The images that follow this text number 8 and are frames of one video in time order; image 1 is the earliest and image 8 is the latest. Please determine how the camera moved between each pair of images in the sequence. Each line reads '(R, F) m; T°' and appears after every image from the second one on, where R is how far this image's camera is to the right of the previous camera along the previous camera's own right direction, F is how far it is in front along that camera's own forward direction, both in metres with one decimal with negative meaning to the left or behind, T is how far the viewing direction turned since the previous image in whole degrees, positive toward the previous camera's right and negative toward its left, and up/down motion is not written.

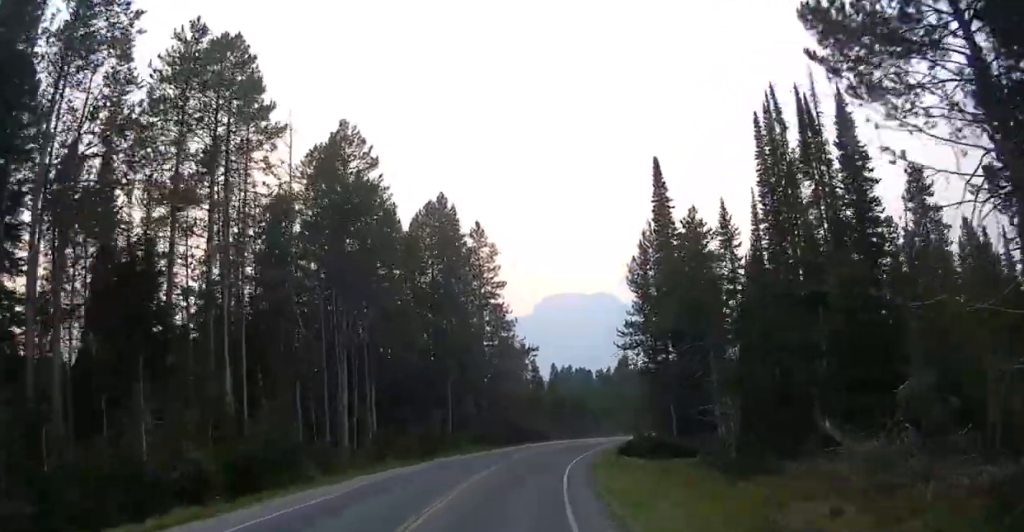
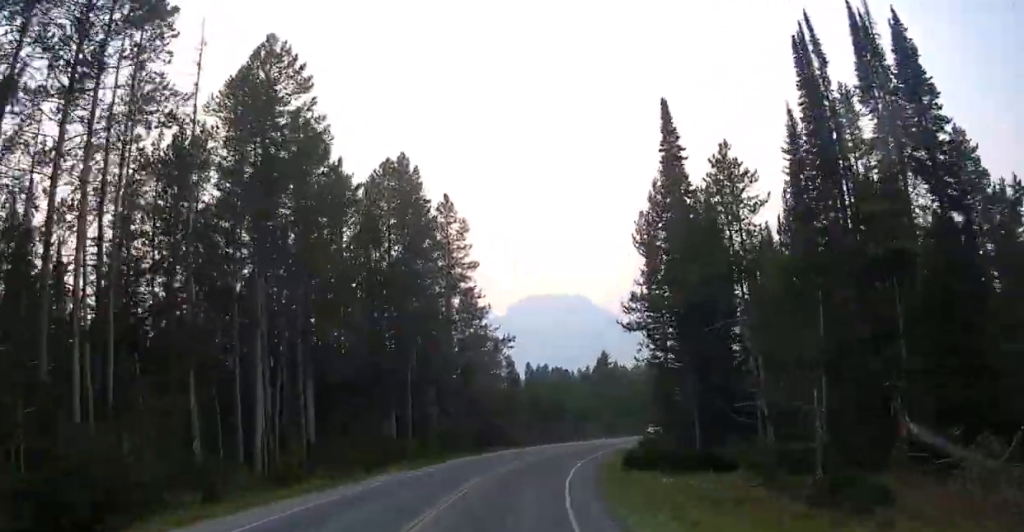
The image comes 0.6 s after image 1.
(-0.2, +10.7) m; +1°
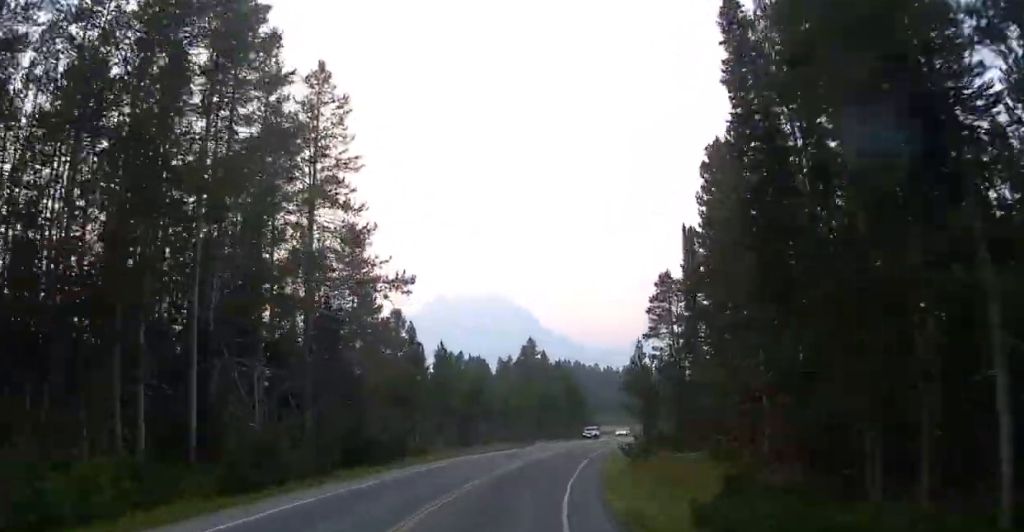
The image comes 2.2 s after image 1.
(+0.9, +25.7) m; +2°
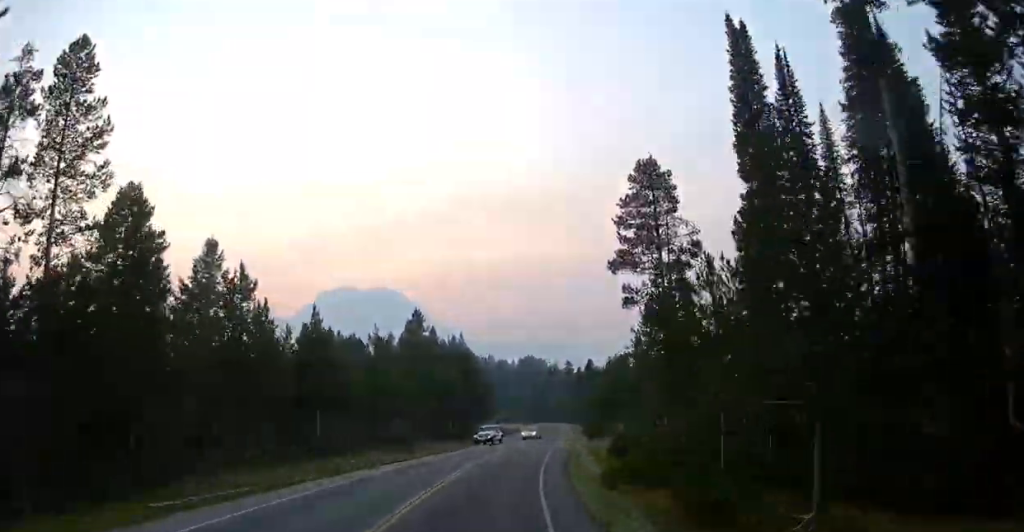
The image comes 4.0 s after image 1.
(+2.4, +25.6) m; +19°
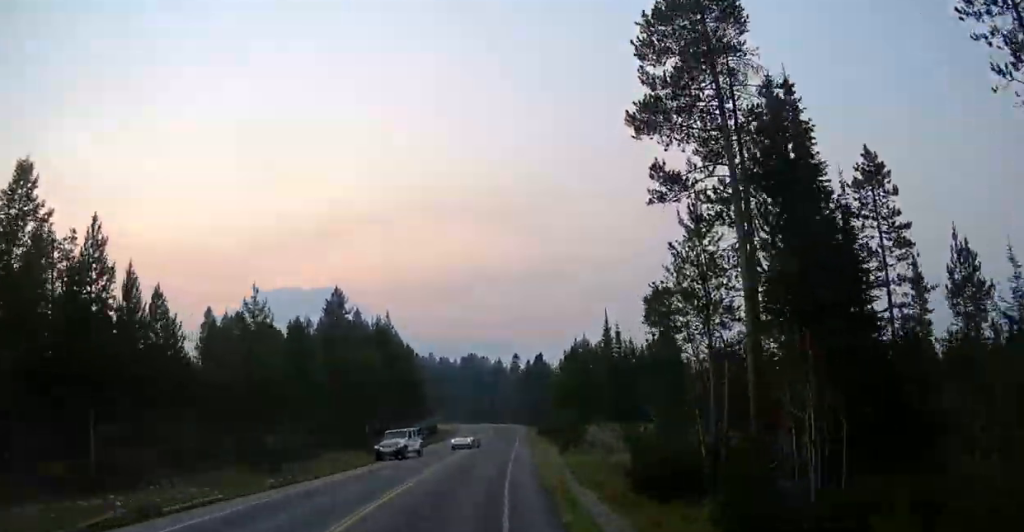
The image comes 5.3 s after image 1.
(+3.3, +18.9) m; +6°
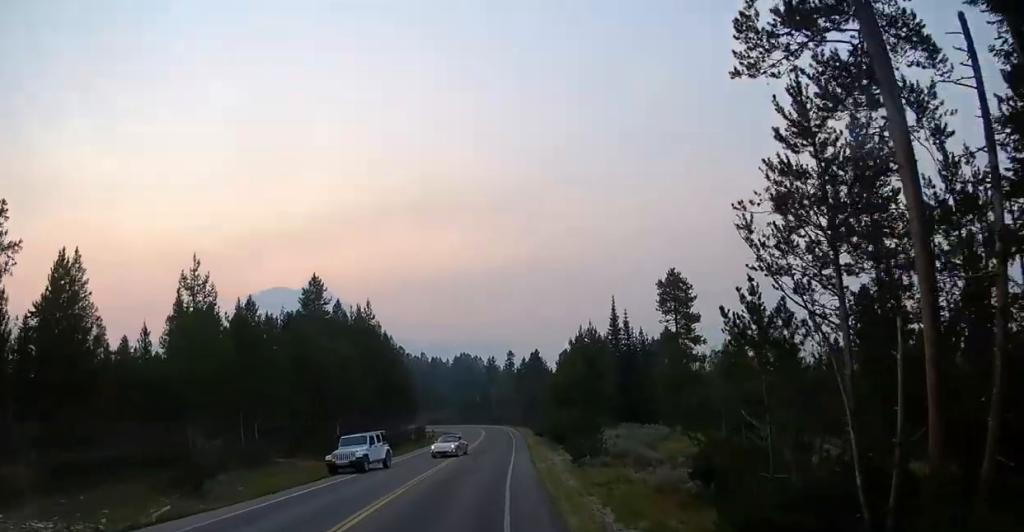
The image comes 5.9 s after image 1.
(-0.7, +9.2) m; -2°
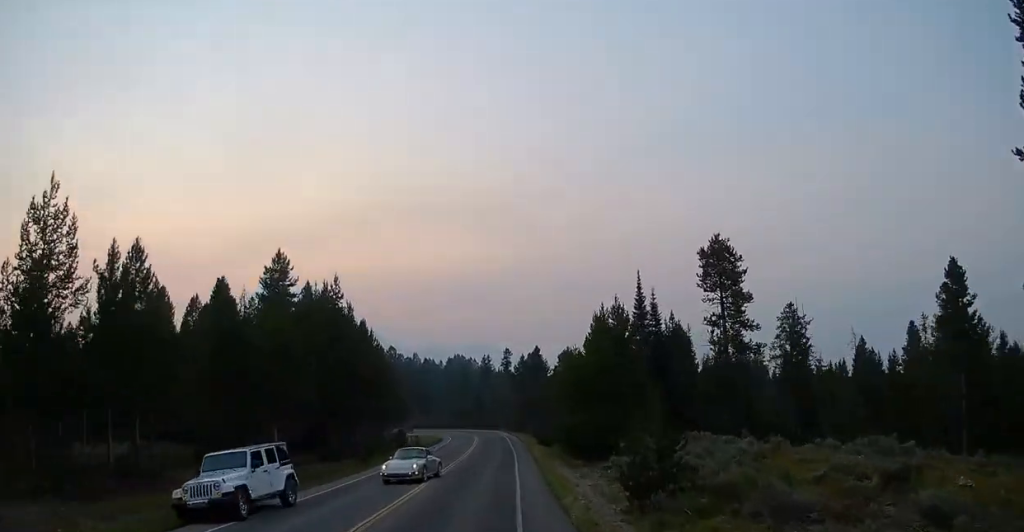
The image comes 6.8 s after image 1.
(-0.2, +13.5) m; 0°
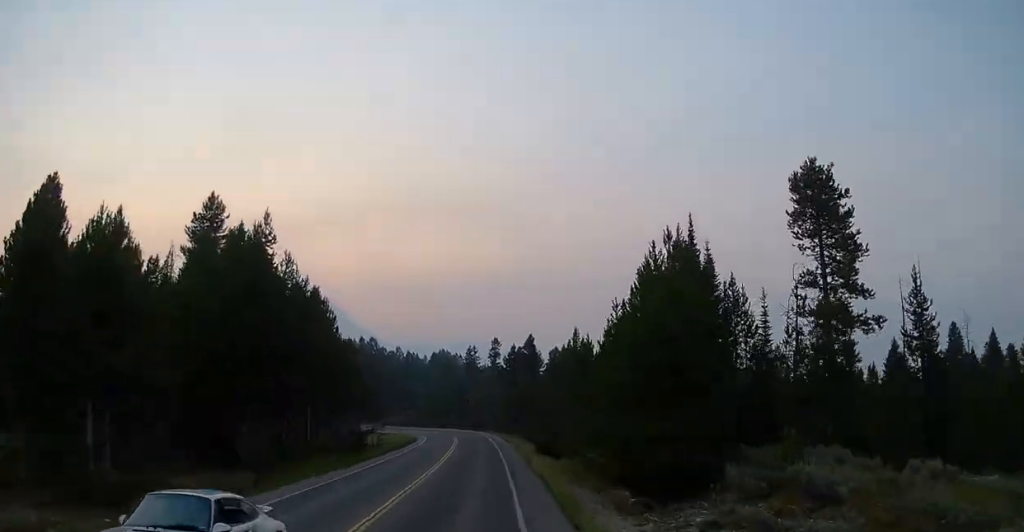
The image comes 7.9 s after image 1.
(+0.3, +15.7) m; +2°
